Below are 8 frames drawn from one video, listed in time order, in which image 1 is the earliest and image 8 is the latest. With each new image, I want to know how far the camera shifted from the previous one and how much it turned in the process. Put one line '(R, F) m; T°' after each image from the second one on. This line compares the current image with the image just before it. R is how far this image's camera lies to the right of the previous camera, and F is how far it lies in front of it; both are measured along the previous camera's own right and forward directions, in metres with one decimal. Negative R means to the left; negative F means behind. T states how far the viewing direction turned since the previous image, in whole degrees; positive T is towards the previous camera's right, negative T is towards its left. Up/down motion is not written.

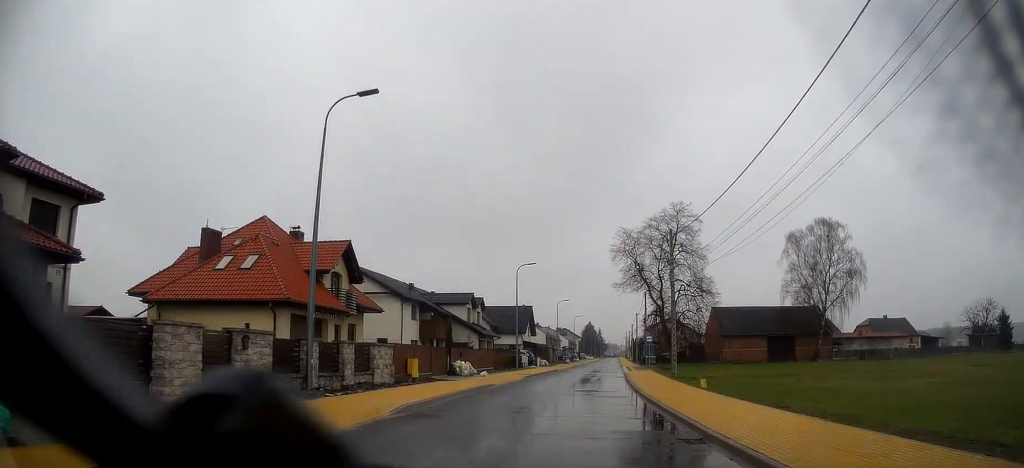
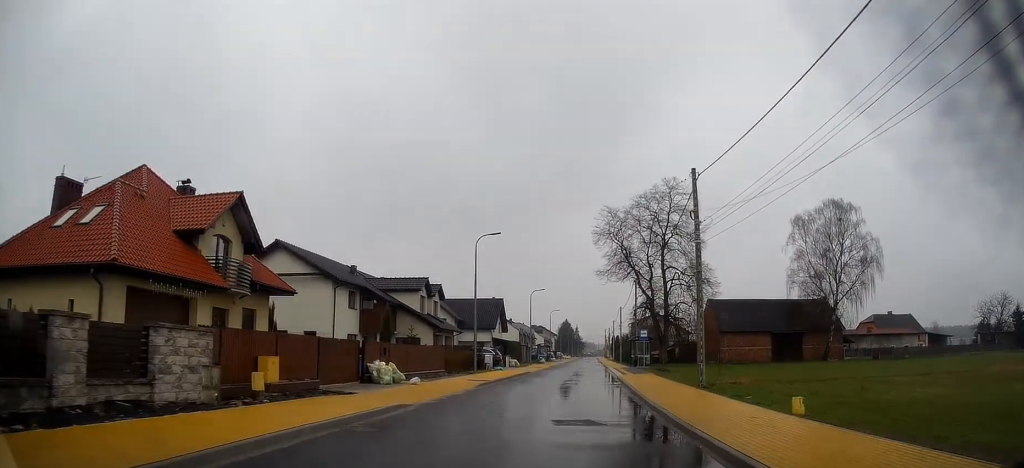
(+0.1, +11.1) m; +1°
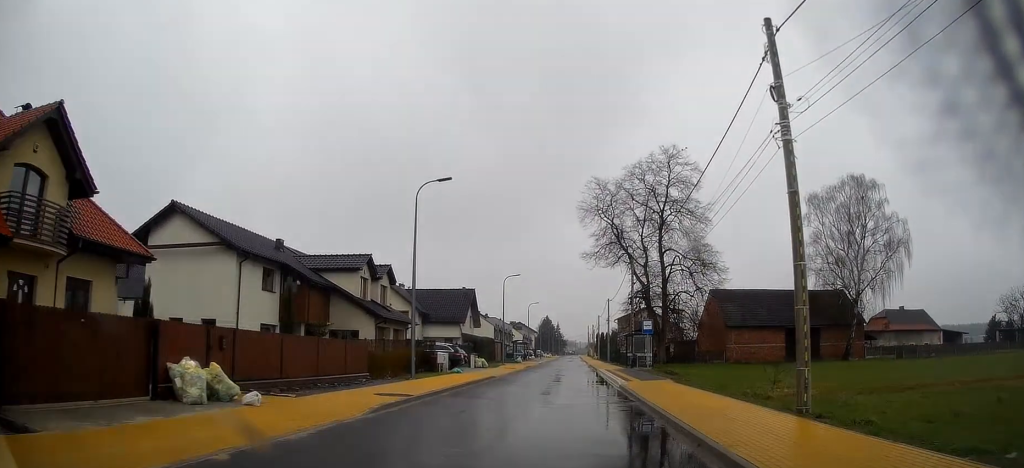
(+0.1, +11.0) m; +1°
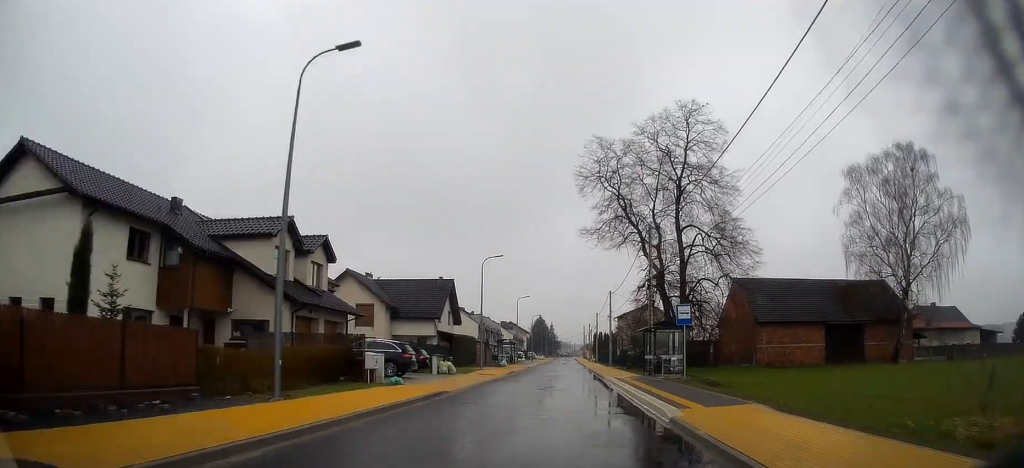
(+0.1, +11.8) m; +2°
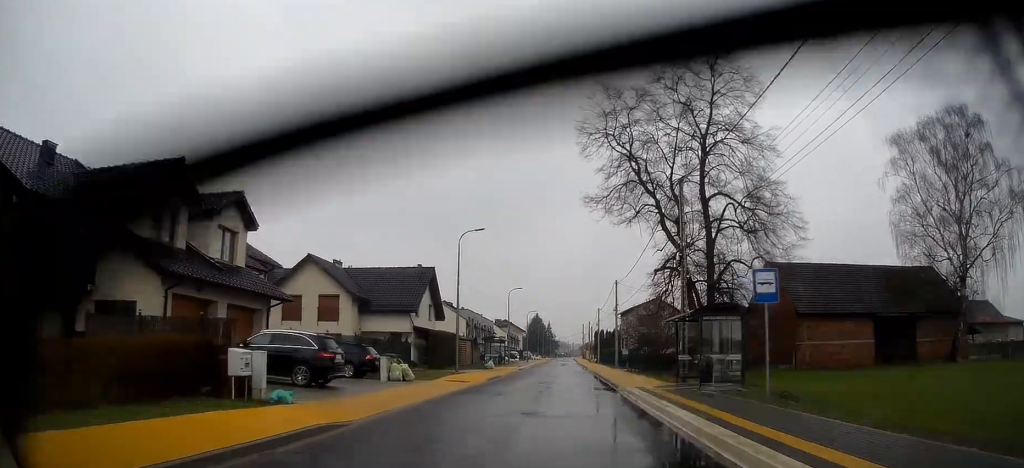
(+0.1, +9.5) m; +2°
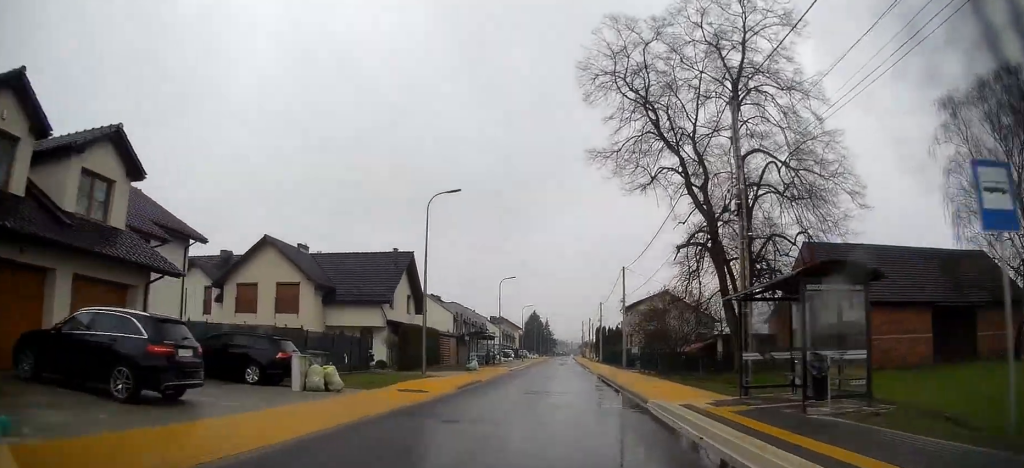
(+0.3, +8.2) m; 0°
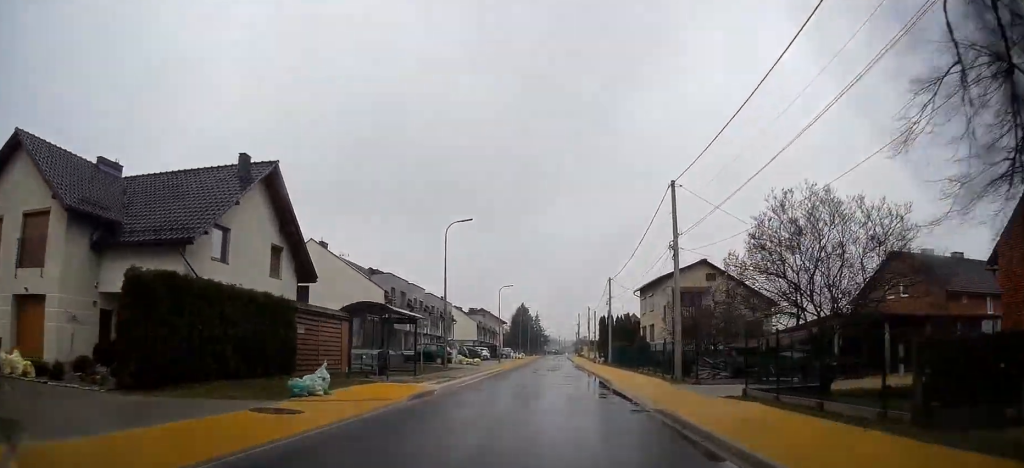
(-0.6, +24.9) m; -1°
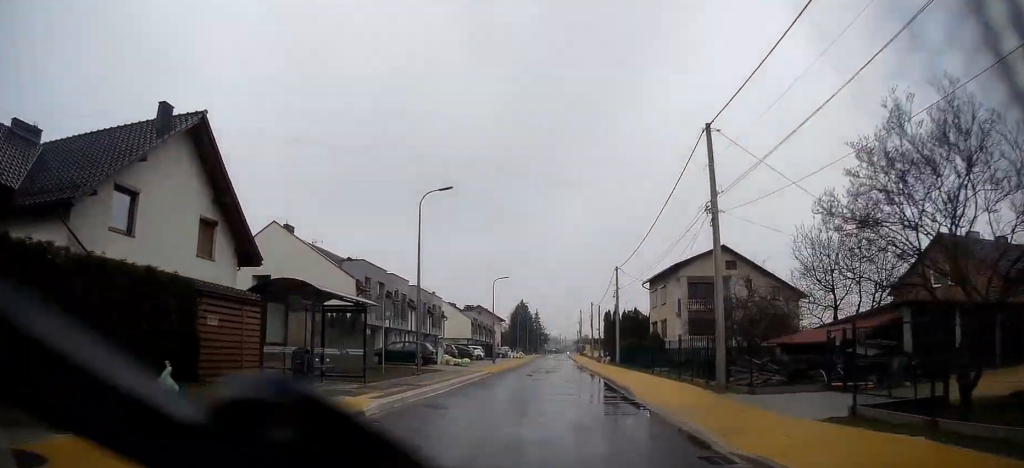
(0.0, +6.7) m; +1°
